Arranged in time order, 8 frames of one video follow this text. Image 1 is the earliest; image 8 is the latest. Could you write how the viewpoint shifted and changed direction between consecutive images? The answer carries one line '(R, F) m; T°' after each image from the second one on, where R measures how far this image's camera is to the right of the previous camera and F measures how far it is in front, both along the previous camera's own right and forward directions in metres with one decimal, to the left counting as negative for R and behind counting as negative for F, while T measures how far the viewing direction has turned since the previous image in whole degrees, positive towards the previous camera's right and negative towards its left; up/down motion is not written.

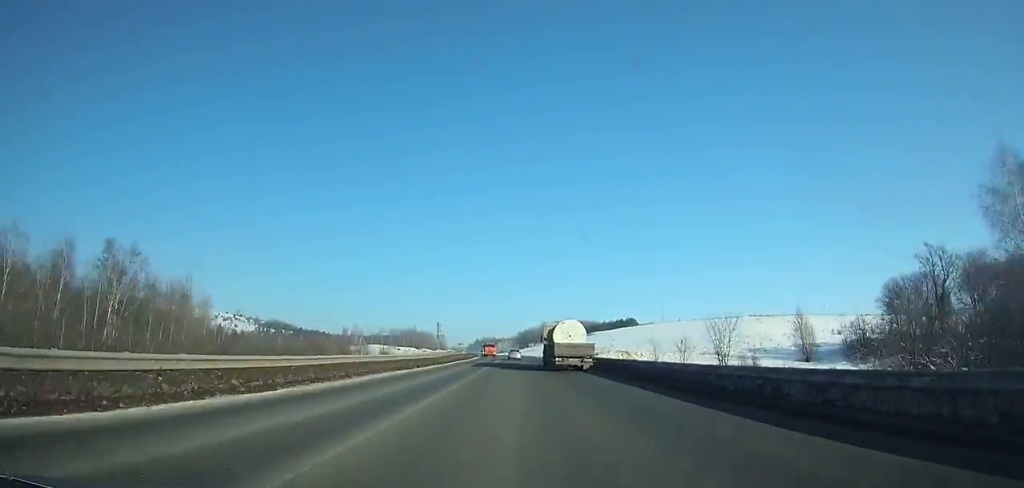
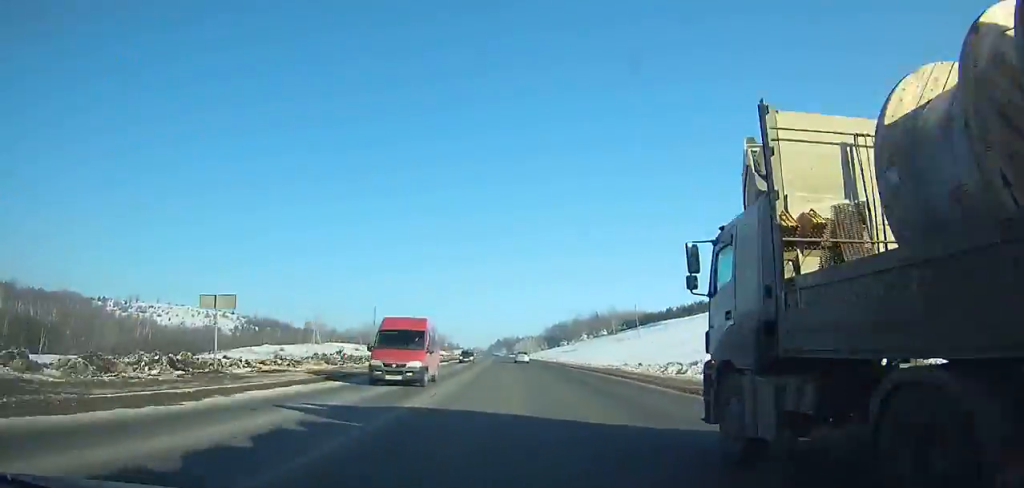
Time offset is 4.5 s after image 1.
(-2.3, +112.5) m; -2°
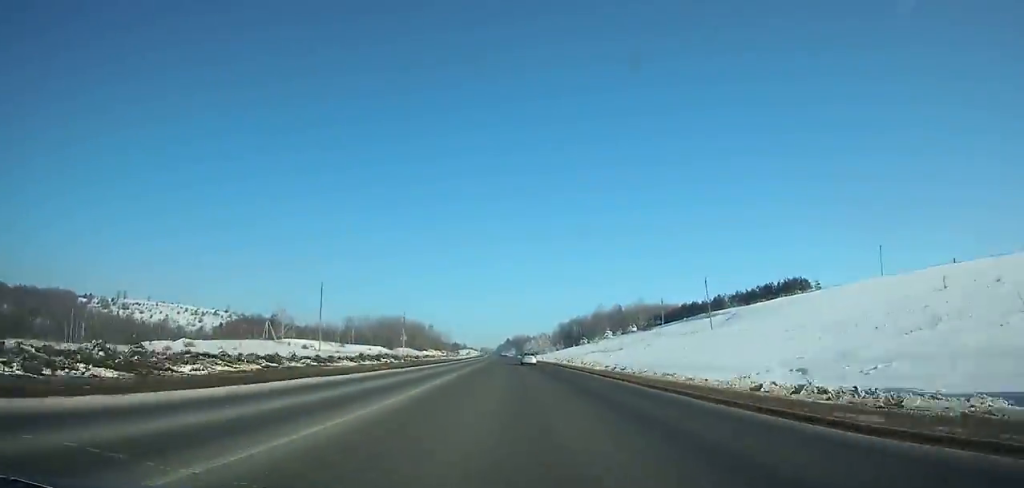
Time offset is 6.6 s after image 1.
(-0.4, +52.2) m; -1°
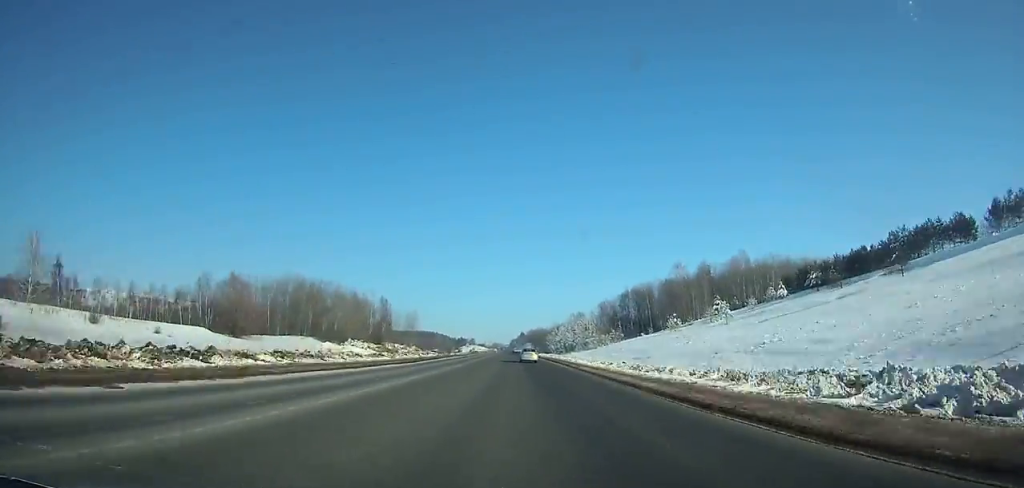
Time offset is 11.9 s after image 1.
(-1.9, +130.2) m; -1°
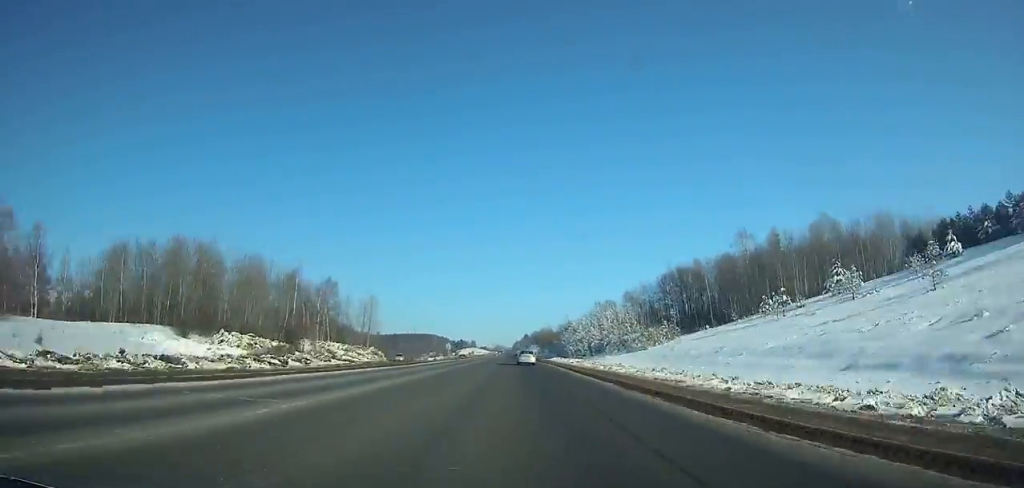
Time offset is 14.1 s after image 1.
(-0.1, +52.3) m; 0°
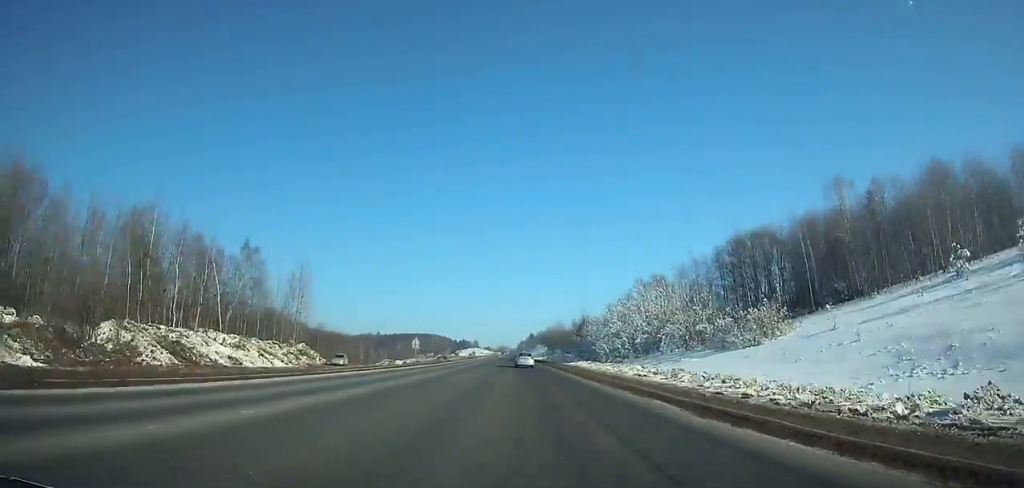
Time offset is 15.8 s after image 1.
(-0.1, +39.8) m; 0°
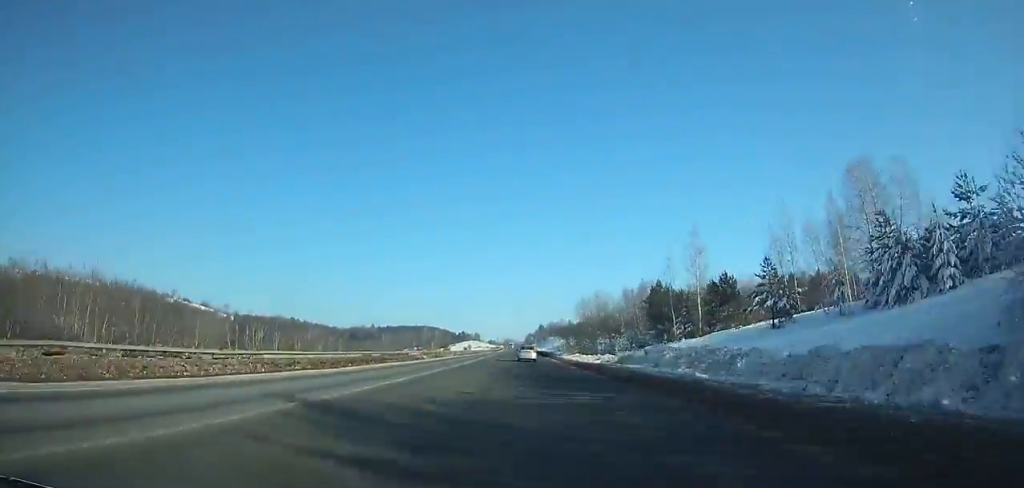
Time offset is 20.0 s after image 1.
(-0.2, +95.1) m; 0°
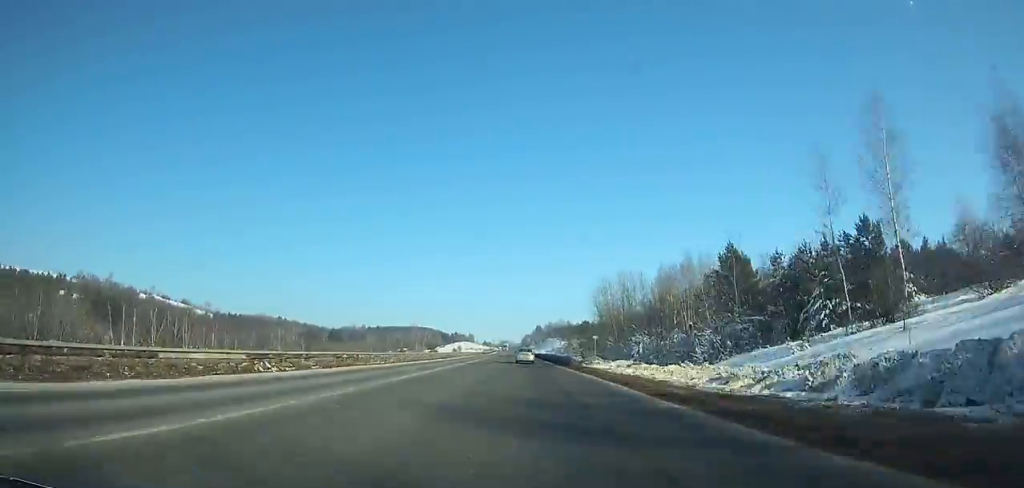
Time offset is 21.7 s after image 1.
(0.0, +37.5) m; 0°
